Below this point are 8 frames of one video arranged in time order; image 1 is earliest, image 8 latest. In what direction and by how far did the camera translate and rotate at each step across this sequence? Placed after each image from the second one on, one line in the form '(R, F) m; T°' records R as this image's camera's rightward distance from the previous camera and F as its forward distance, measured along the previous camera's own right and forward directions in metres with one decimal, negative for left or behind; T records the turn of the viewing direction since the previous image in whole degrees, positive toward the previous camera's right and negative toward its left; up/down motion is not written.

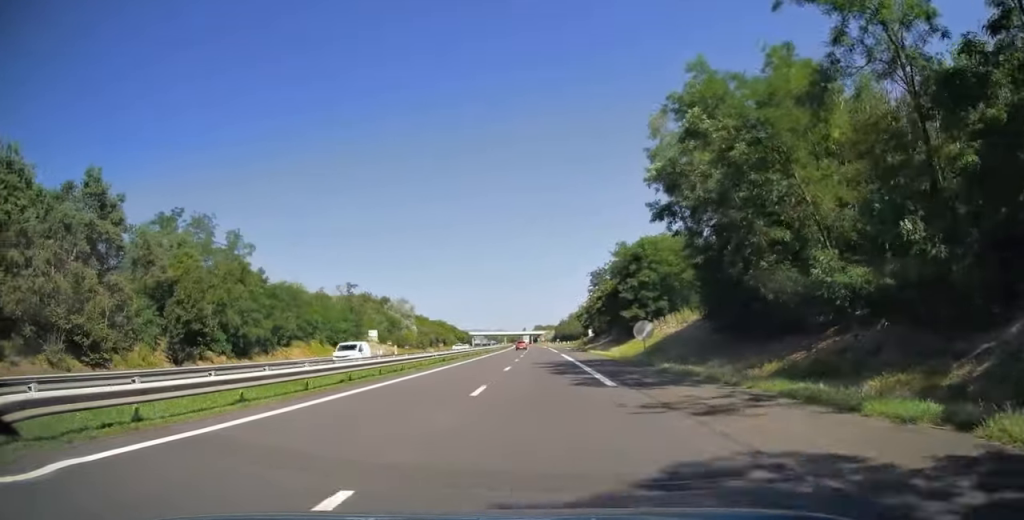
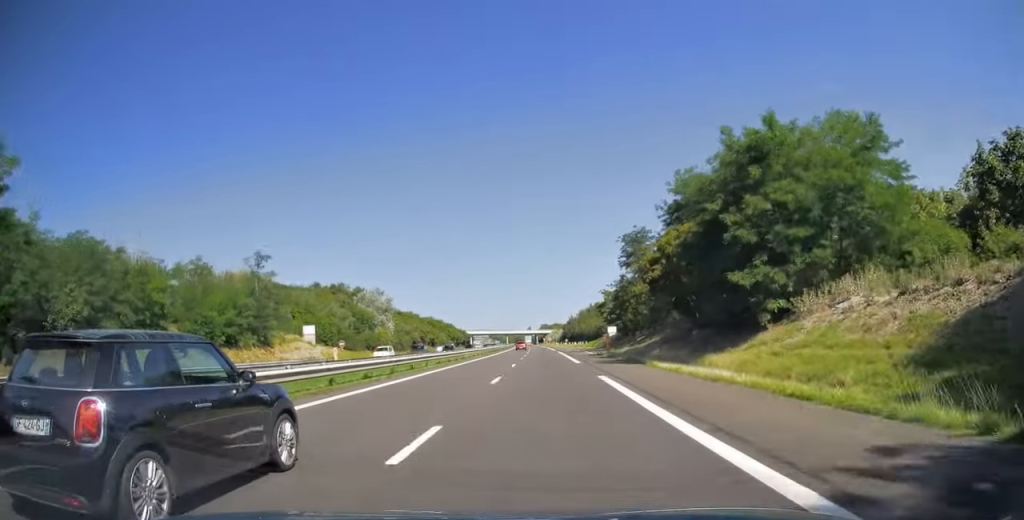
(-0.3, +34.5) m; -1°
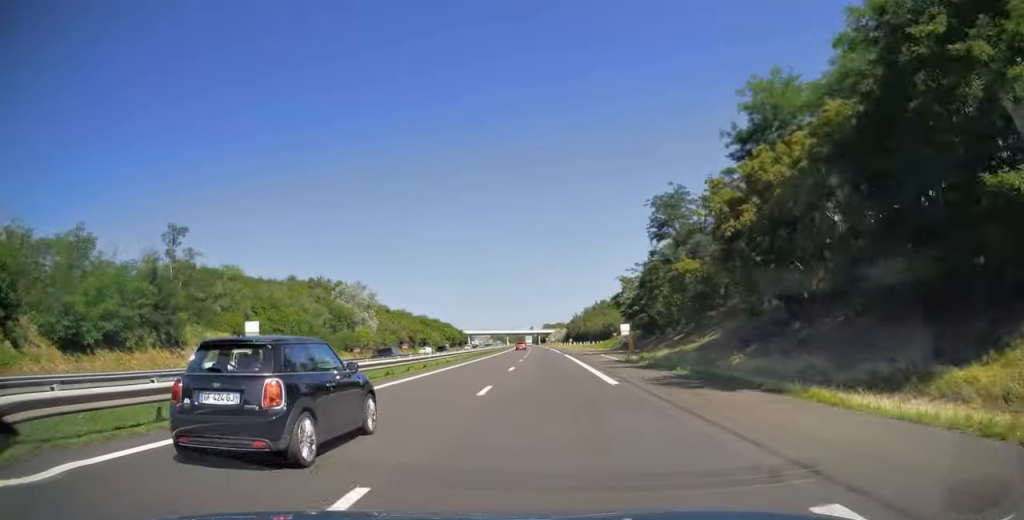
(-0.1, +17.2) m; 0°
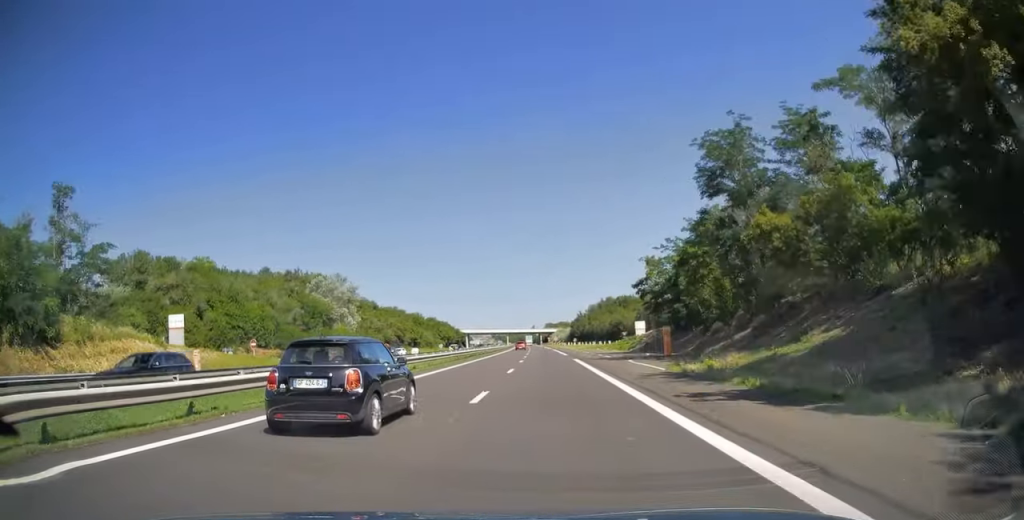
(+0.1, +15.1) m; 0°
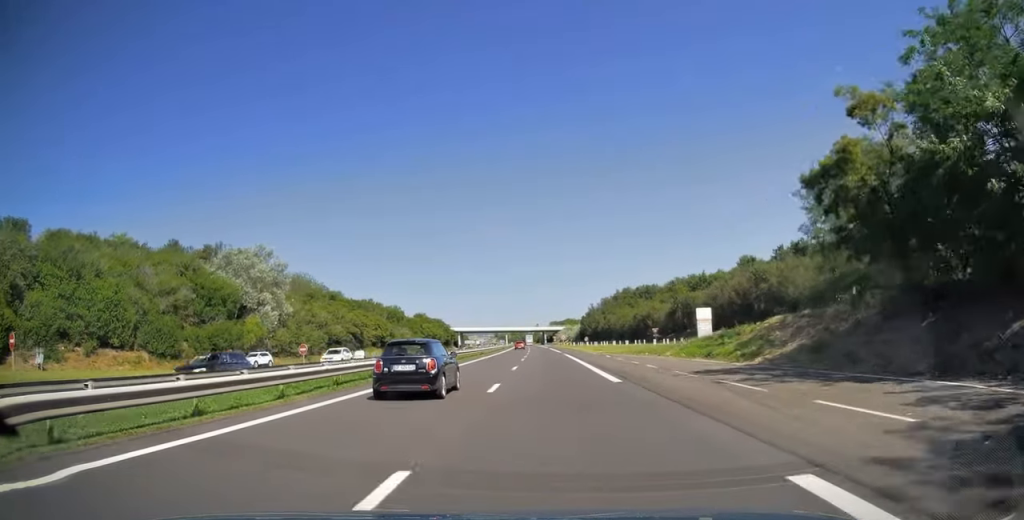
(-0.2, +36.0) m; -1°
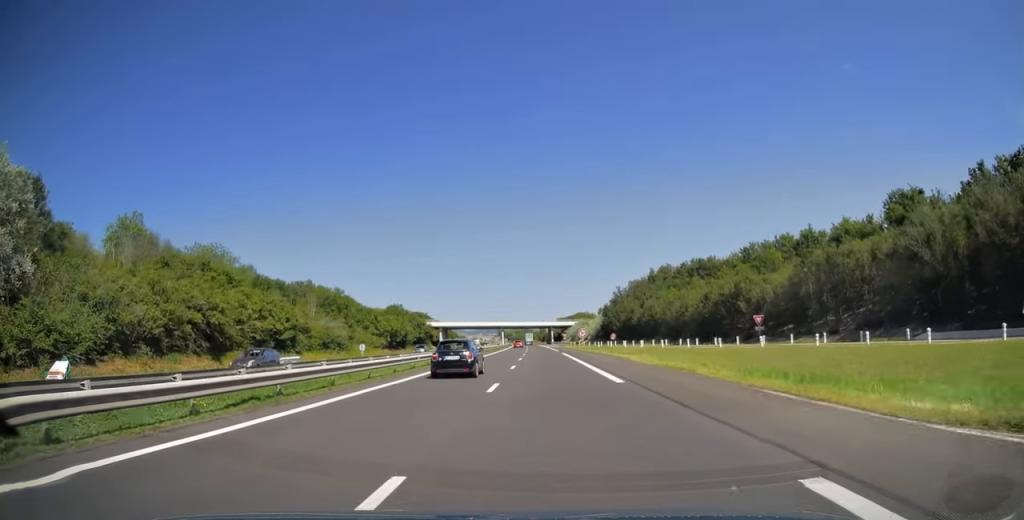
(-0.5, +52.1) m; -1°
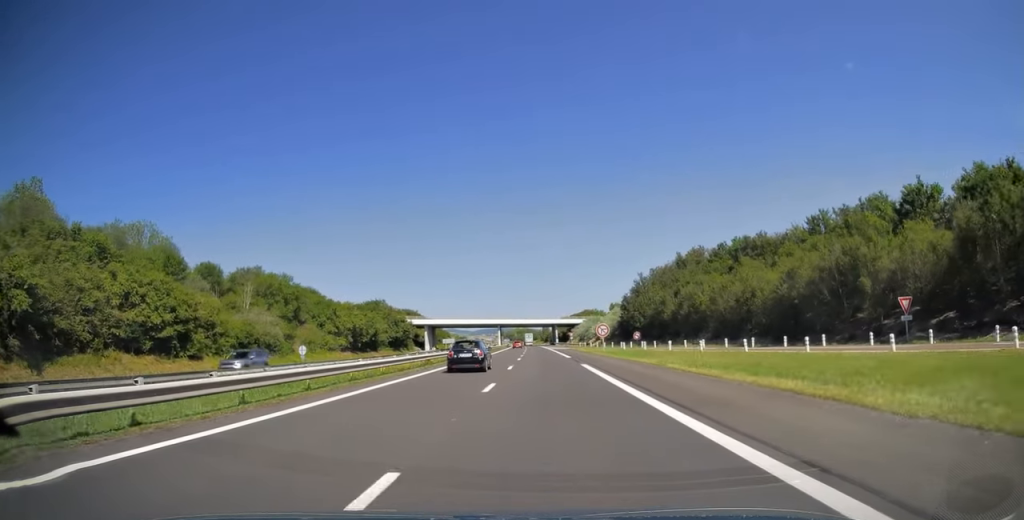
(-0.1, +25.8) m; 0°
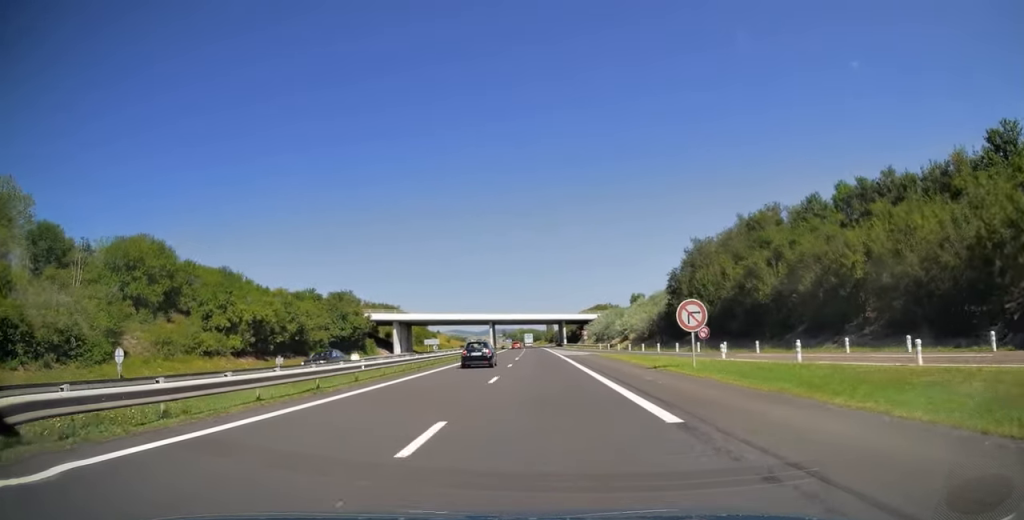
(+0.2, +35.0) m; 0°
